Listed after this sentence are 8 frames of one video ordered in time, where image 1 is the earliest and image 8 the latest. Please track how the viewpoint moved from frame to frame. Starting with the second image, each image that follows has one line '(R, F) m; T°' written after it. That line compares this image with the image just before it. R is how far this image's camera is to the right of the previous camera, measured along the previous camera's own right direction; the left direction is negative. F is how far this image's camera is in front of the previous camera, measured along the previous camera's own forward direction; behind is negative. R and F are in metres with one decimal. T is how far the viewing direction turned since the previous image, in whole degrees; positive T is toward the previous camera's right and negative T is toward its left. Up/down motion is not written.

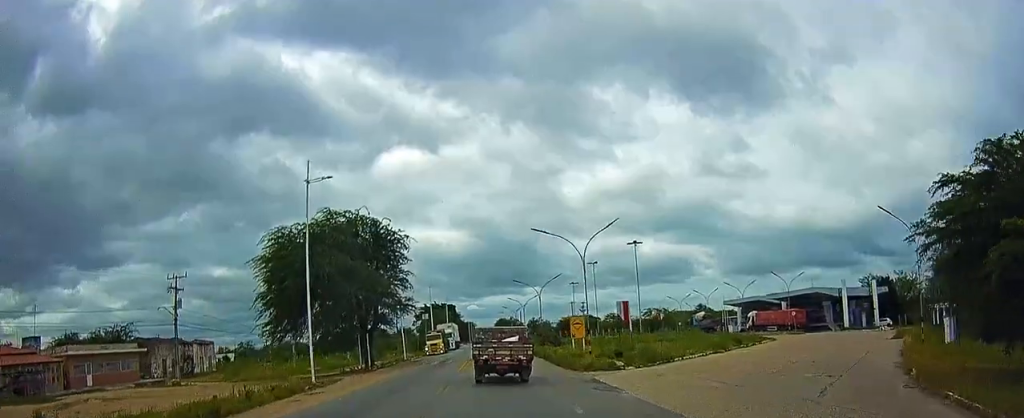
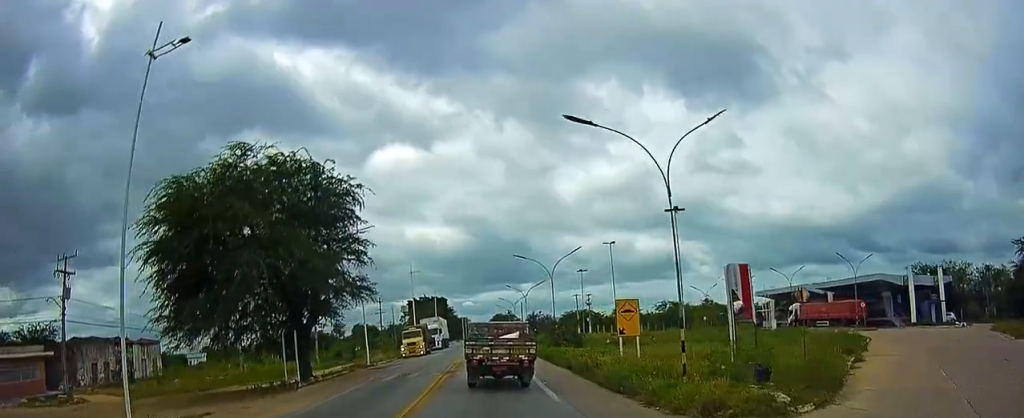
(+0.6, +19.1) m; +2°
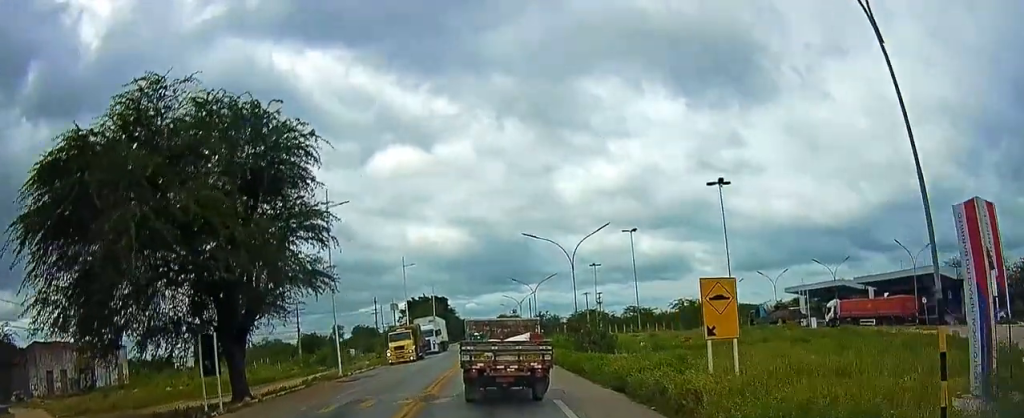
(0.0, +11.6) m; 0°
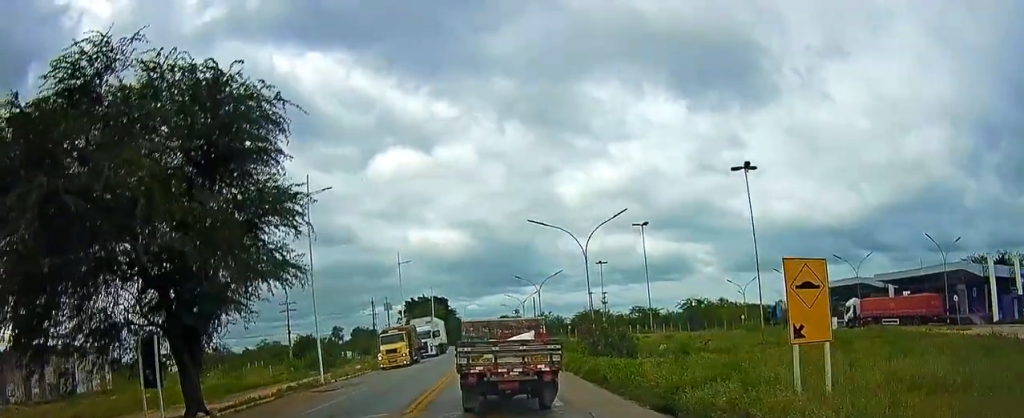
(0.0, +5.7) m; 0°
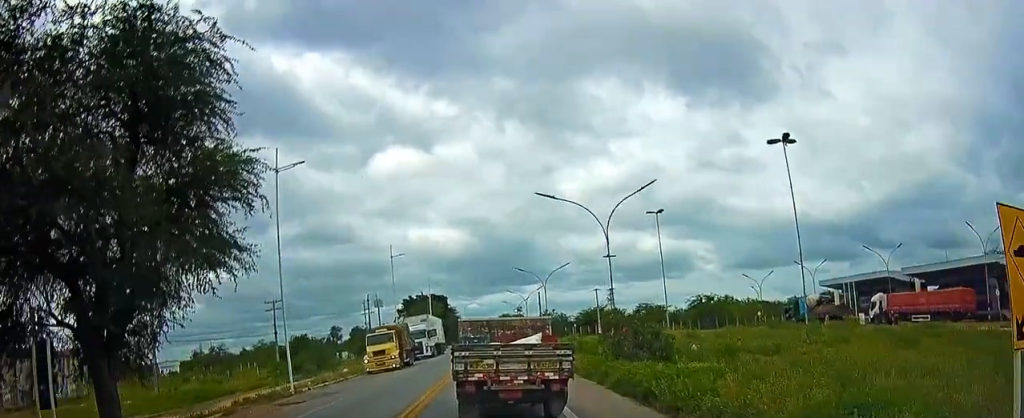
(0.0, +8.0) m; -2°
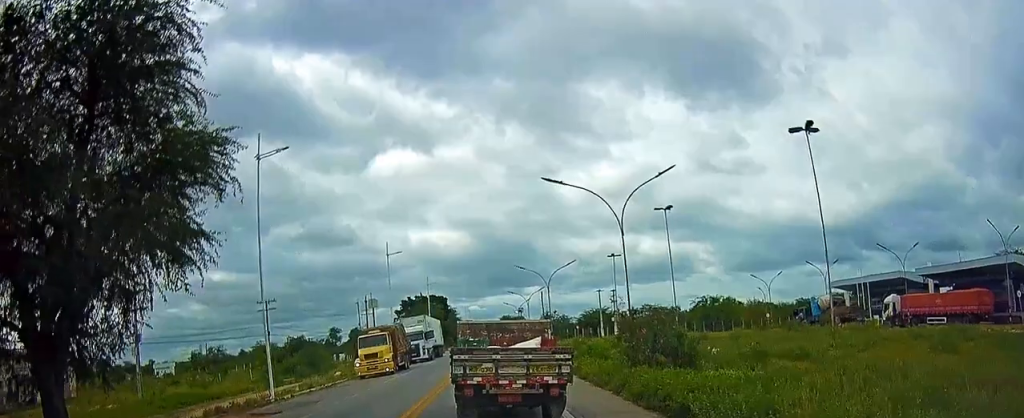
(-0.2, +4.5) m; 0°
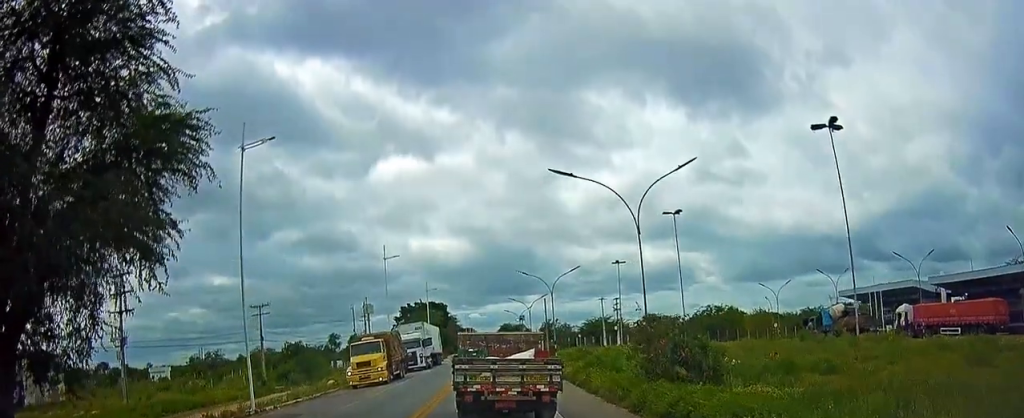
(0.0, +4.3) m; +1°
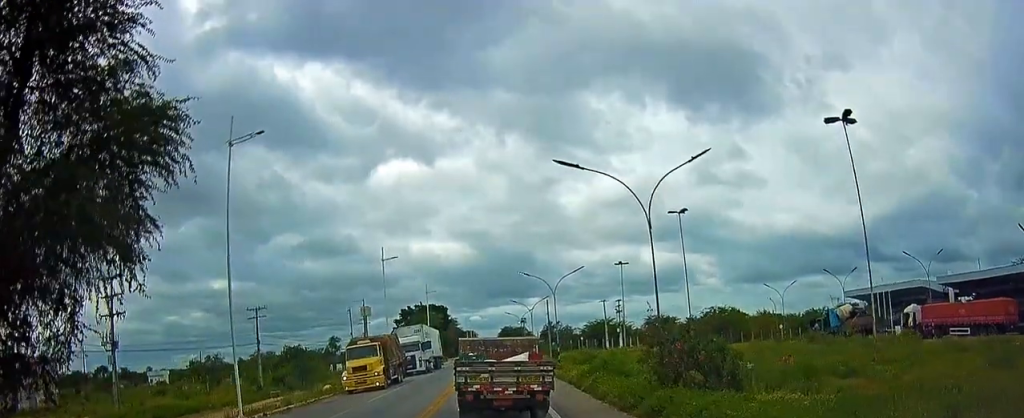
(+0.1, +2.6) m; +1°
